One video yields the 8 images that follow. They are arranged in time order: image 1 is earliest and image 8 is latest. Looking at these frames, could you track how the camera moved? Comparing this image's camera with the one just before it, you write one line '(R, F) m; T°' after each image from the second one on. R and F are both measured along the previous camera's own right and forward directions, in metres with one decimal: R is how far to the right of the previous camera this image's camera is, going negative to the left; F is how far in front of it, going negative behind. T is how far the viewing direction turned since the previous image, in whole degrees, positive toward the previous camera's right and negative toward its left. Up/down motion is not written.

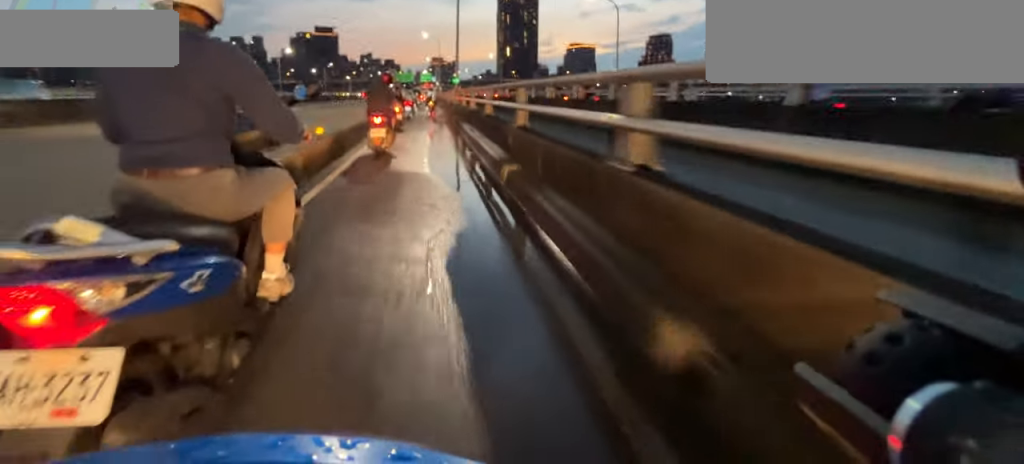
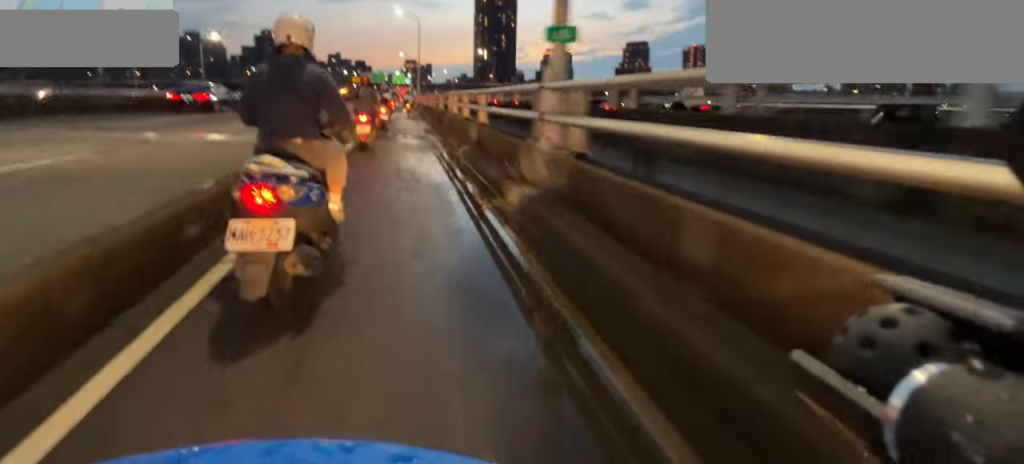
(+0.4, +18.3) m; +2°
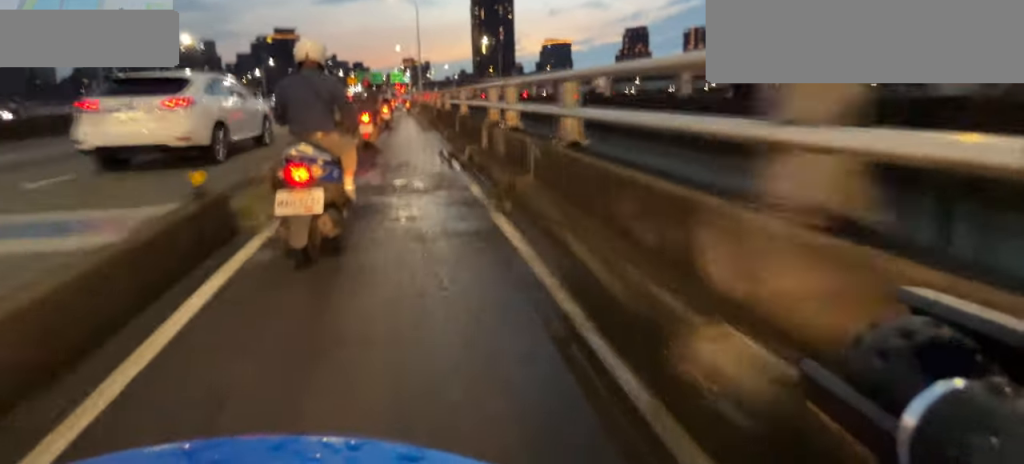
(0.0, +7.3) m; 0°
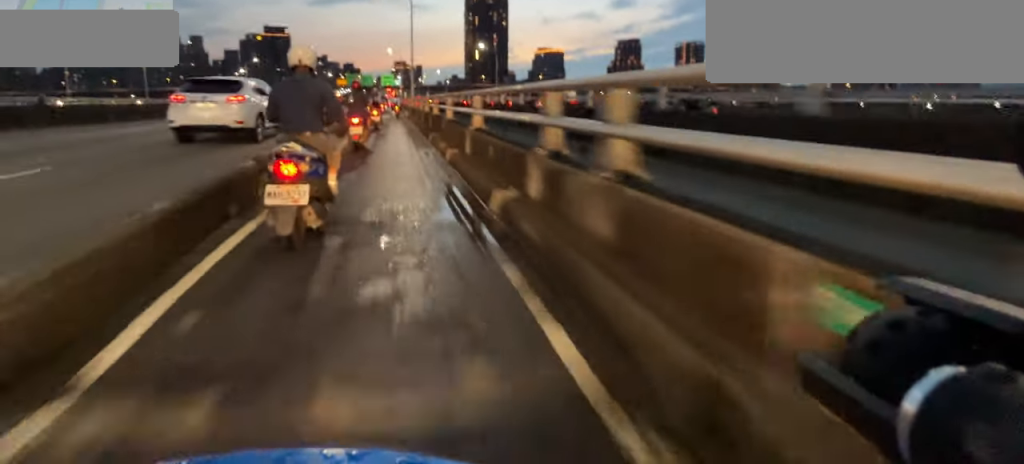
(0.0, +3.3) m; 0°
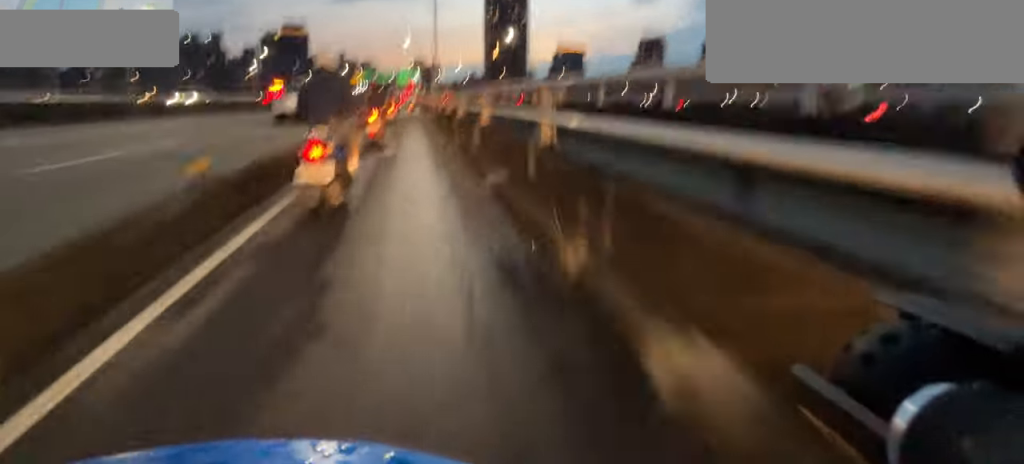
(0.0, +6.8) m; 0°
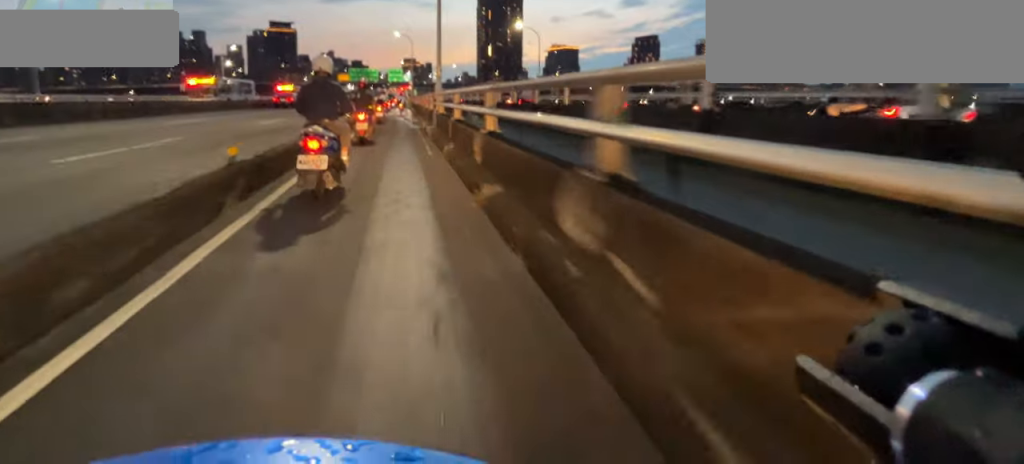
(0.0, +8.6) m; -1°
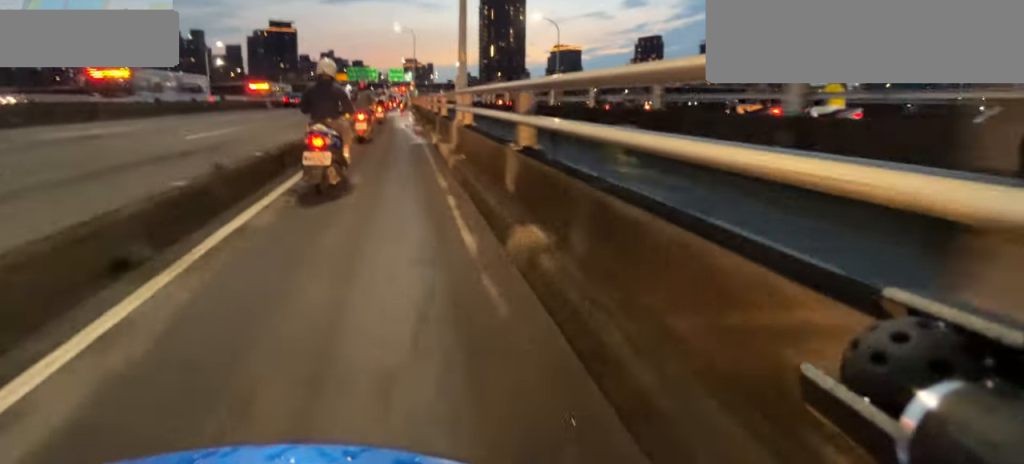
(-0.1, +5.2) m; 0°
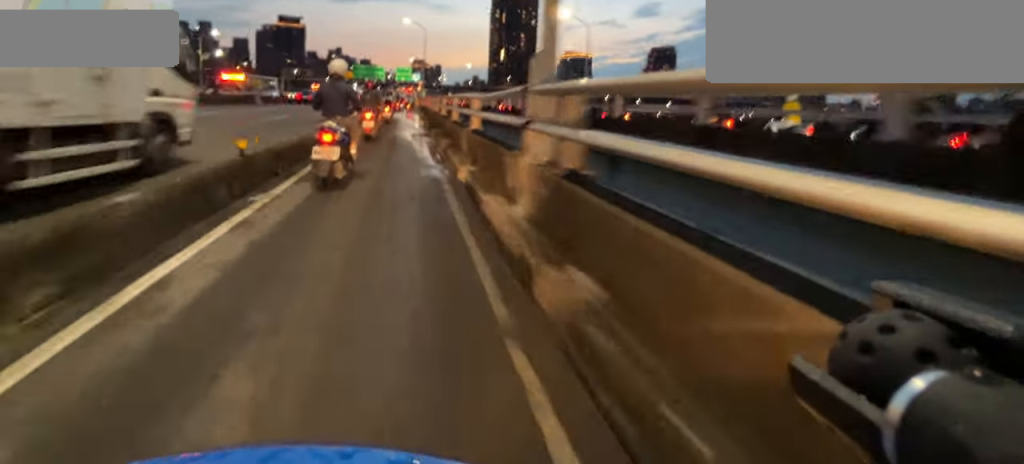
(-0.1, +4.4) m; 0°
